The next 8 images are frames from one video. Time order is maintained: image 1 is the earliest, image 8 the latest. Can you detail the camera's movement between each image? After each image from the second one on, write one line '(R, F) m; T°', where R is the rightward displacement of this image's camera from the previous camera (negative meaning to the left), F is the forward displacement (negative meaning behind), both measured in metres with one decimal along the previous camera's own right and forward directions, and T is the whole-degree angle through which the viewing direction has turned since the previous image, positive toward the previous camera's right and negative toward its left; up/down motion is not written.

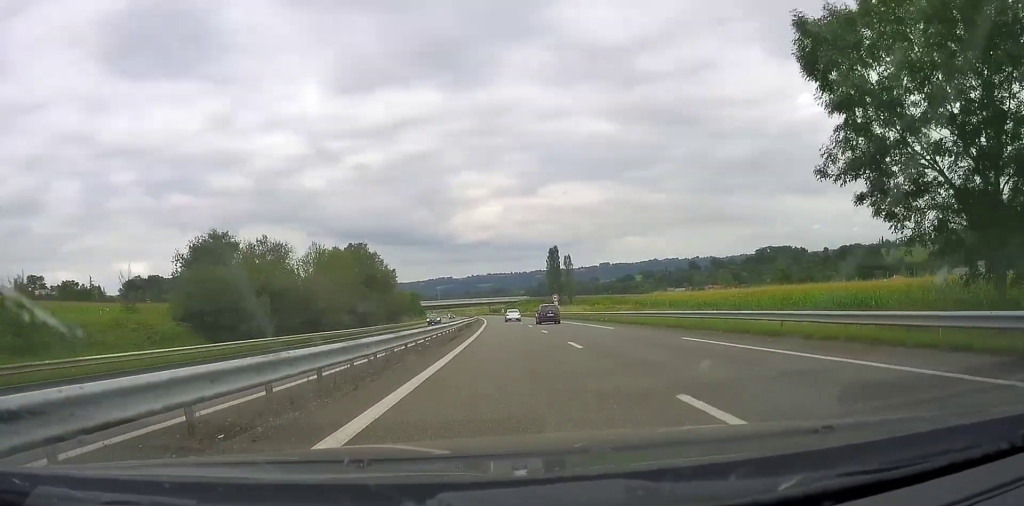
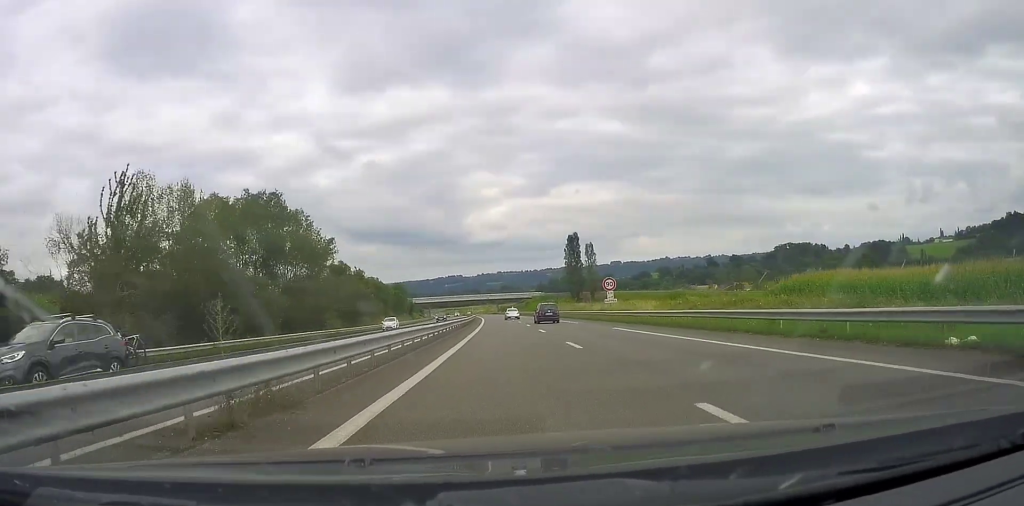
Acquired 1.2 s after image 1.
(-0.8, +39.8) m; -2°
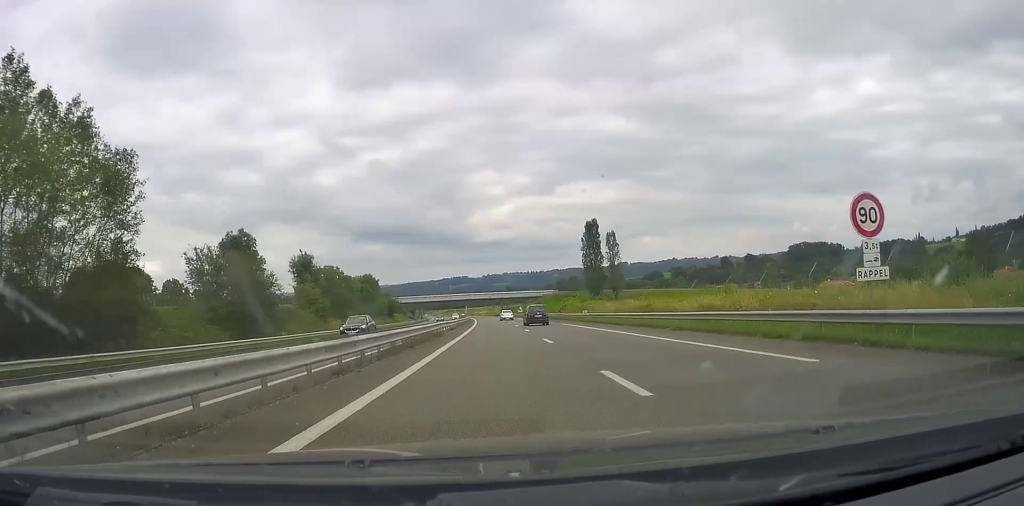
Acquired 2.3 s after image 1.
(-0.2, +35.0) m; -1°
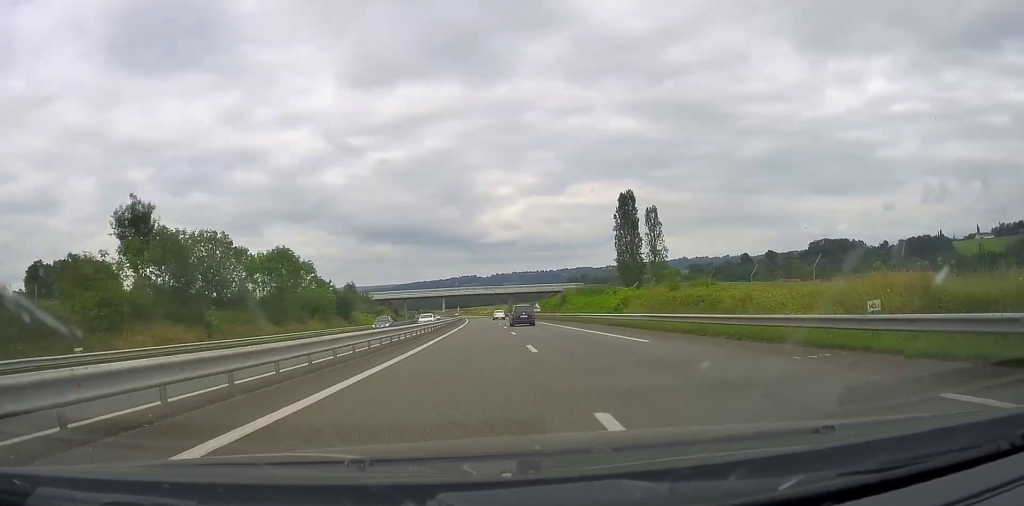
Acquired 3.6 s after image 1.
(-0.6, +43.3) m; -1°
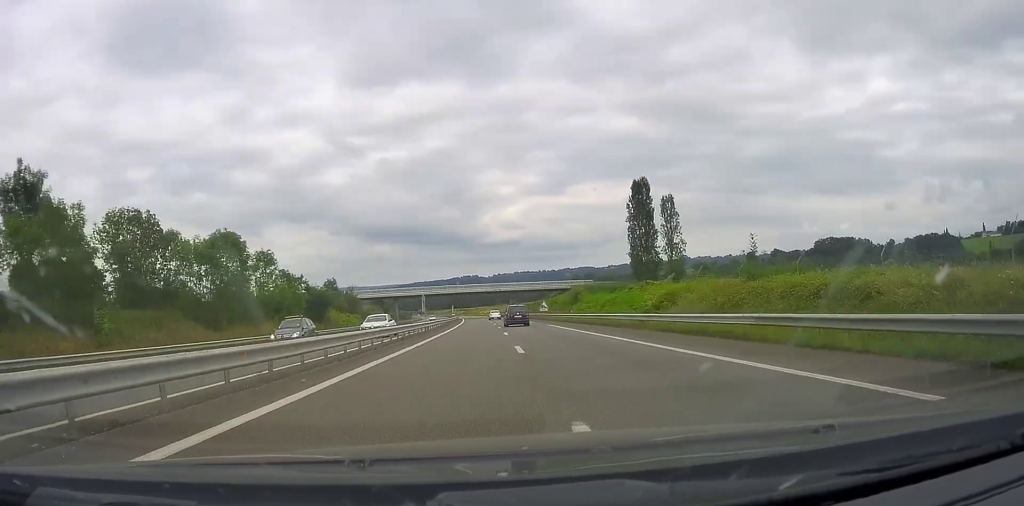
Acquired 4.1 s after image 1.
(0.0, +13.6) m; 0°
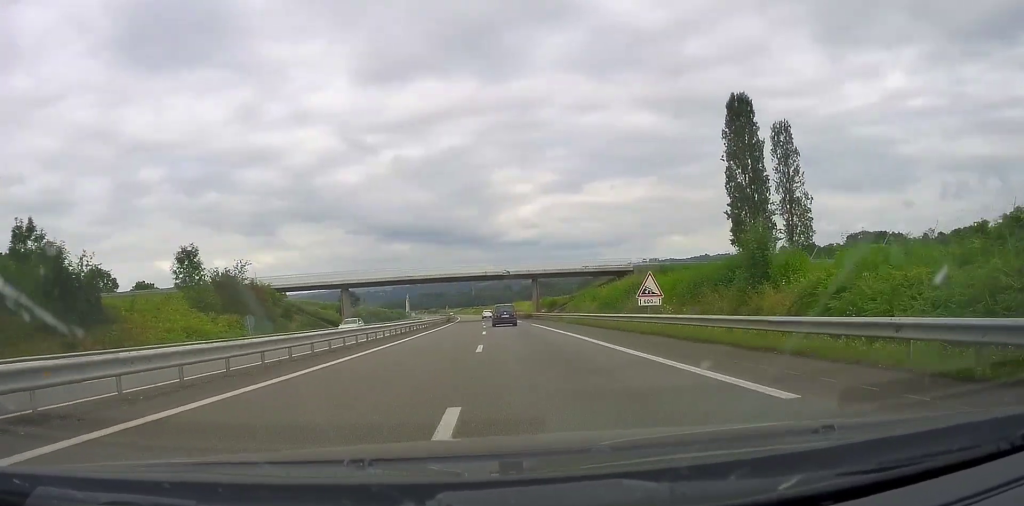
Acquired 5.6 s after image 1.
(-0.6, +51.8) m; -1°
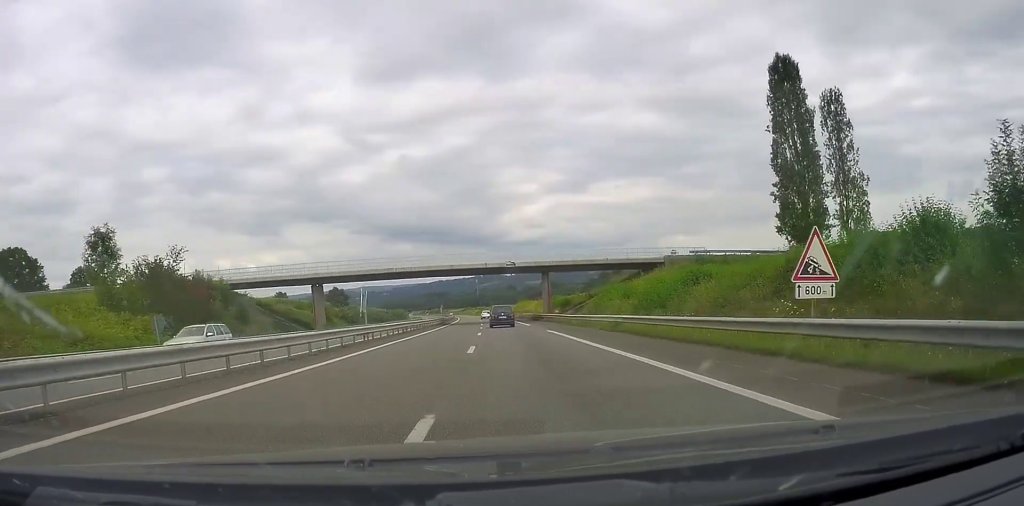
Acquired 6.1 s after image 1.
(+0.2, +13.6) m; 0°
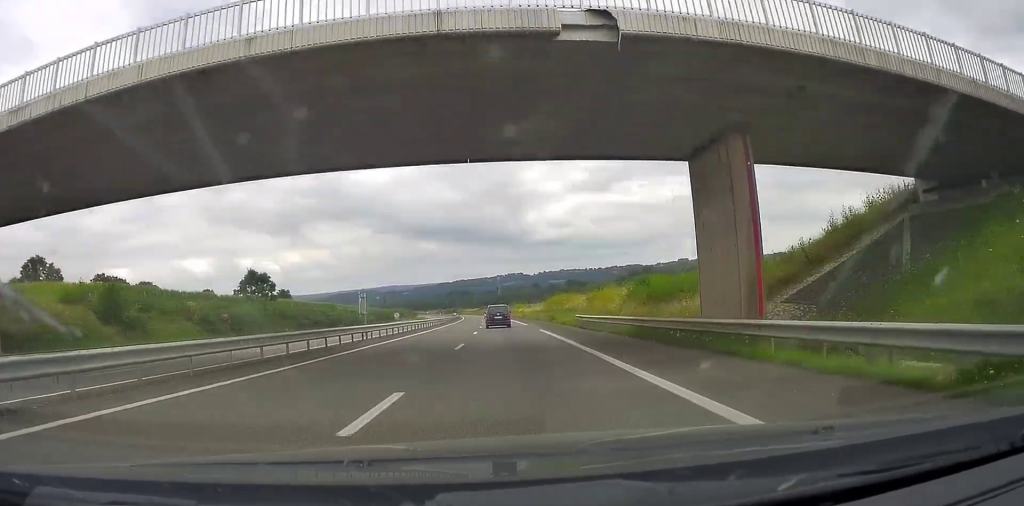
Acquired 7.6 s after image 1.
(-0.7, +50.9) m; -2°
